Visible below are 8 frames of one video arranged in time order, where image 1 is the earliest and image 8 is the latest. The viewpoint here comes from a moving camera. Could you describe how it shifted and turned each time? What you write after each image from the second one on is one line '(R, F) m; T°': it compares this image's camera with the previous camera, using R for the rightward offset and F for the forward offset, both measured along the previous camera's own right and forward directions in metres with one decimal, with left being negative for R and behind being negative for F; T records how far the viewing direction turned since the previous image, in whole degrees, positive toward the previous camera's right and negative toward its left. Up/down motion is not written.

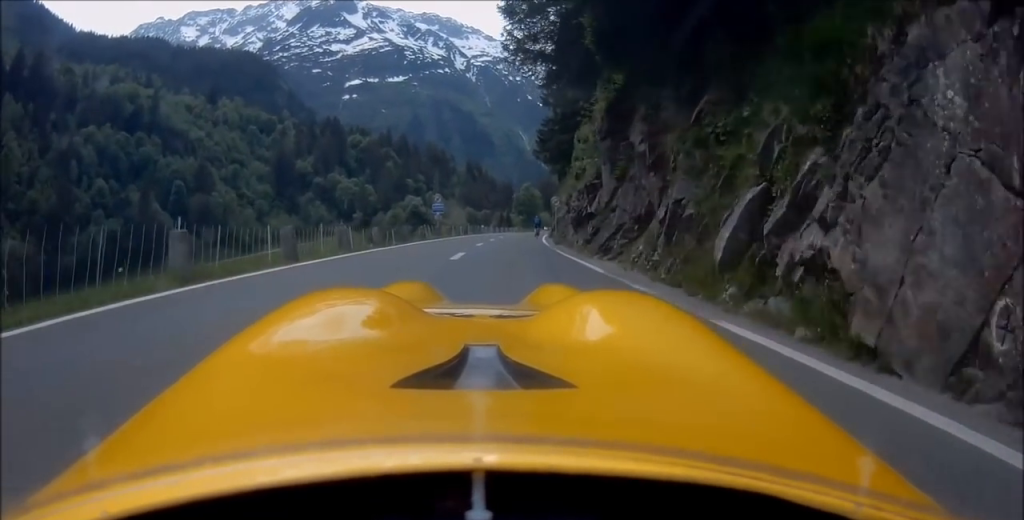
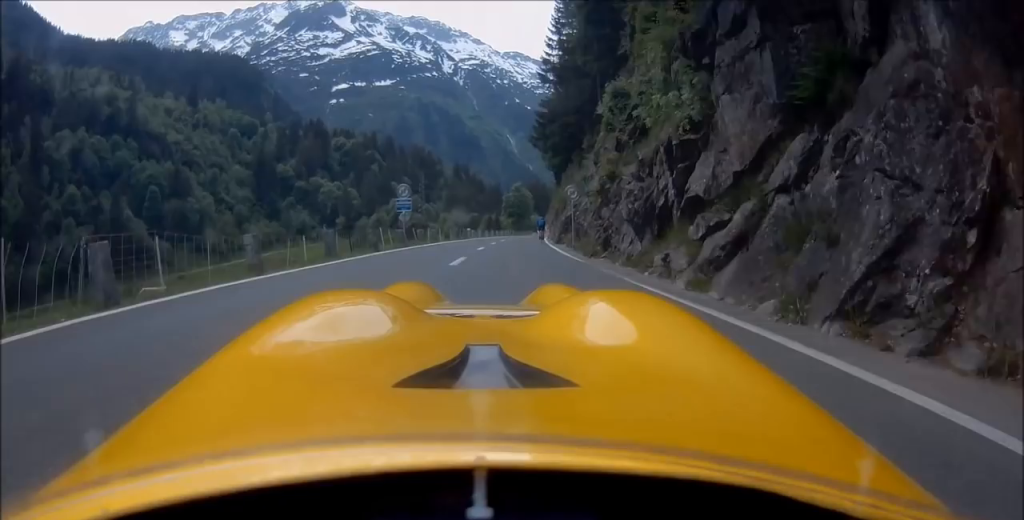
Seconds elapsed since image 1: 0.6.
(0.0, +11.5) m; +2°
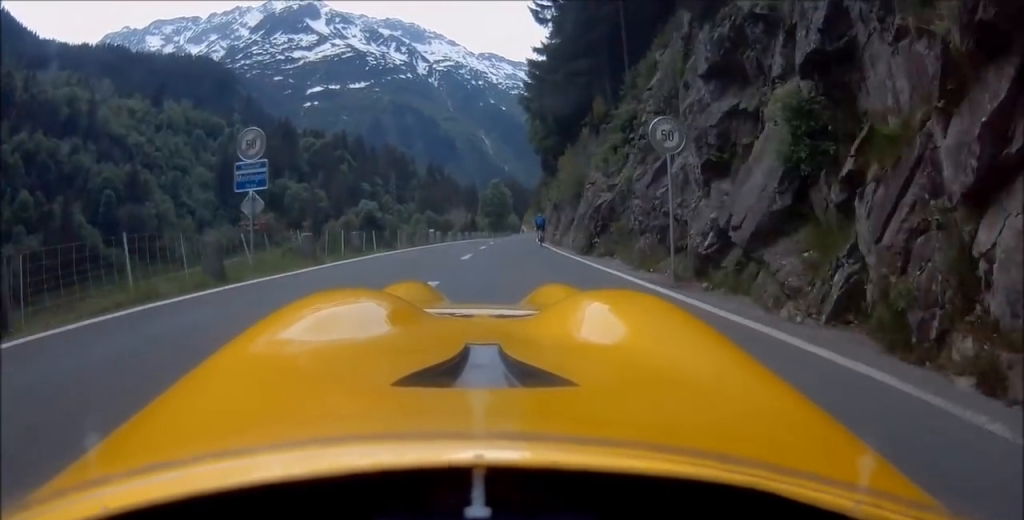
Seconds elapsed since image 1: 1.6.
(+0.5, +16.4) m; +4°
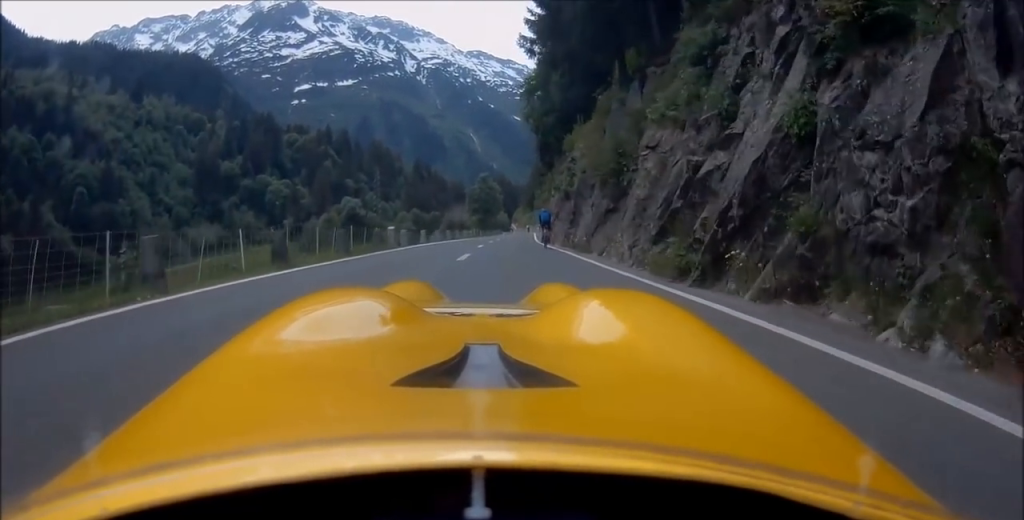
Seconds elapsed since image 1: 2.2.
(+0.4, +11.5) m; +1°
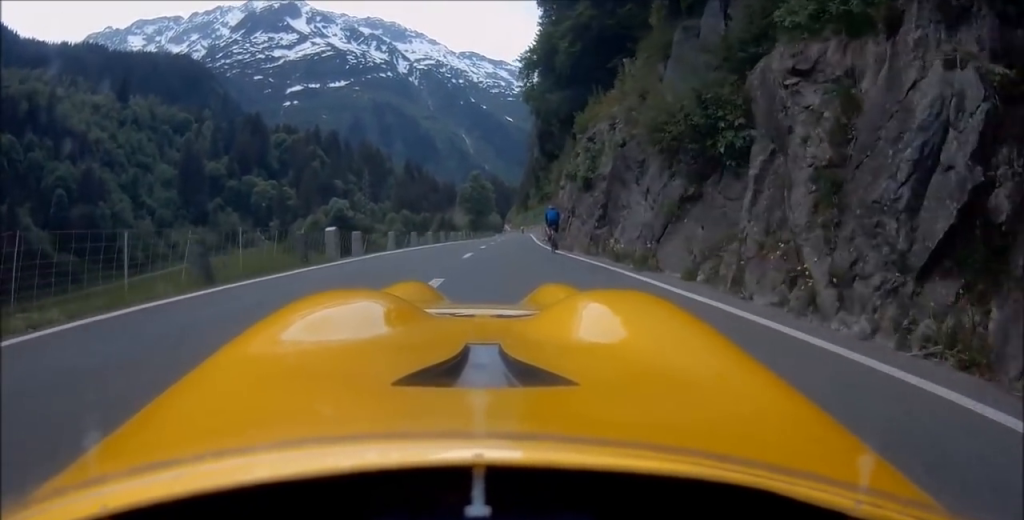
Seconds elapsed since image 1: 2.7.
(+0.1, +8.5) m; +1°
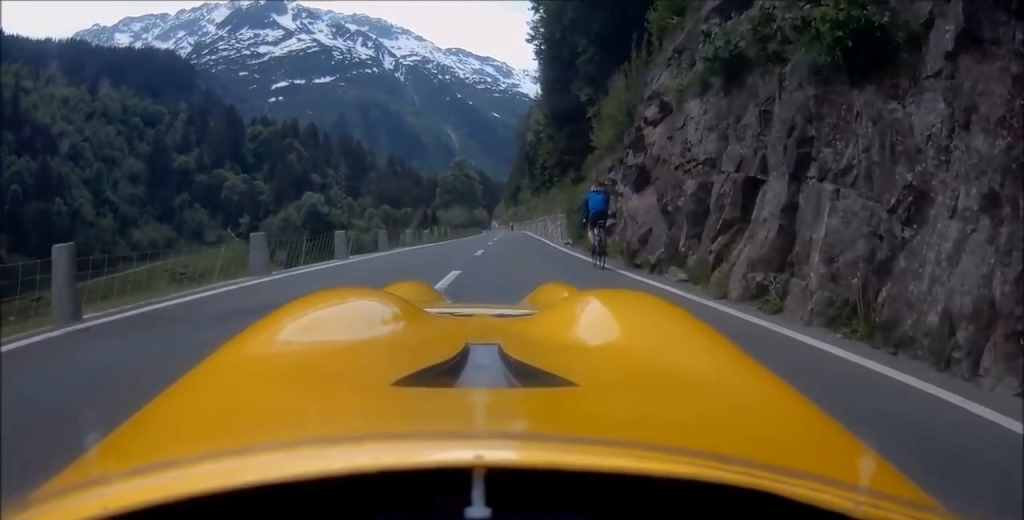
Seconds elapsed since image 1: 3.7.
(0.0, +19.1) m; +2°
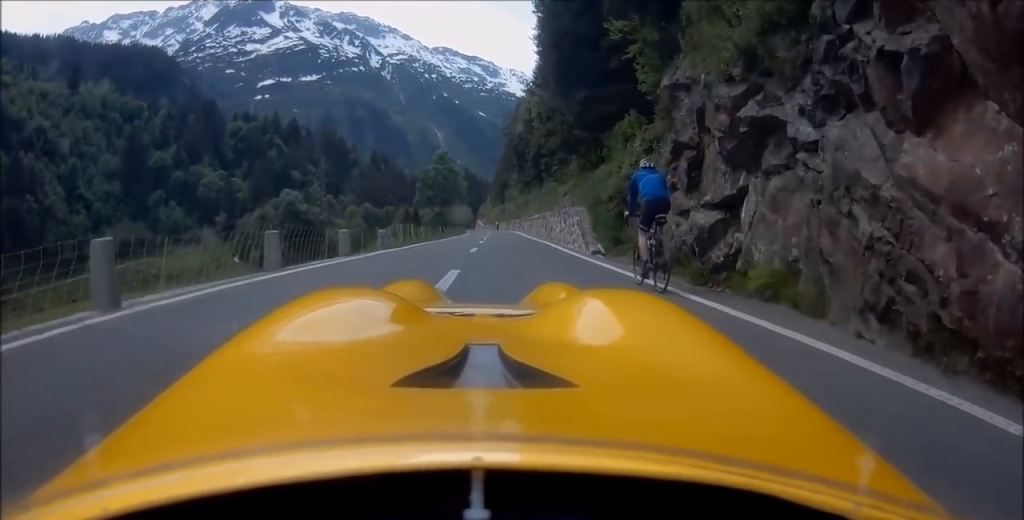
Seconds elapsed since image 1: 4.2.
(+0.3, +9.8) m; 0°
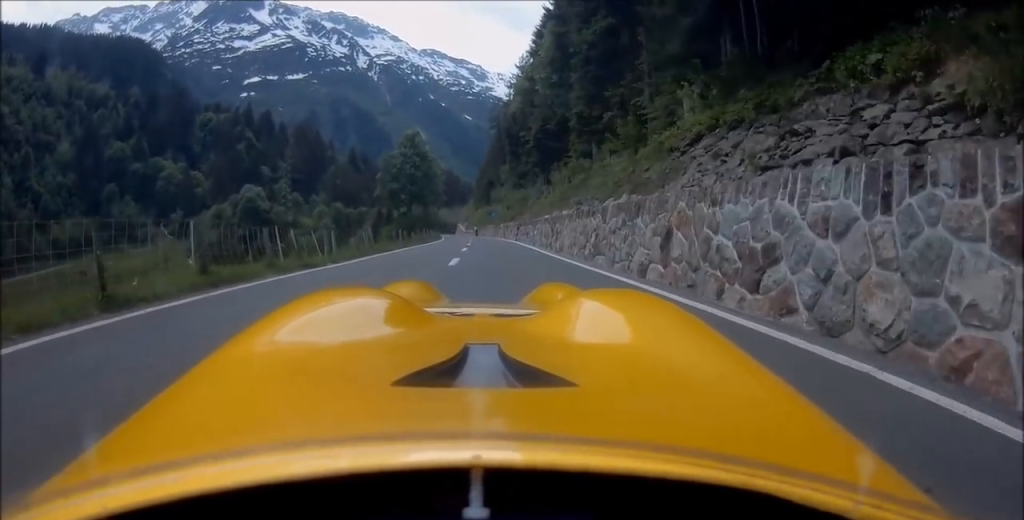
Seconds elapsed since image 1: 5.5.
(-0.4, +23.5) m; -1°
